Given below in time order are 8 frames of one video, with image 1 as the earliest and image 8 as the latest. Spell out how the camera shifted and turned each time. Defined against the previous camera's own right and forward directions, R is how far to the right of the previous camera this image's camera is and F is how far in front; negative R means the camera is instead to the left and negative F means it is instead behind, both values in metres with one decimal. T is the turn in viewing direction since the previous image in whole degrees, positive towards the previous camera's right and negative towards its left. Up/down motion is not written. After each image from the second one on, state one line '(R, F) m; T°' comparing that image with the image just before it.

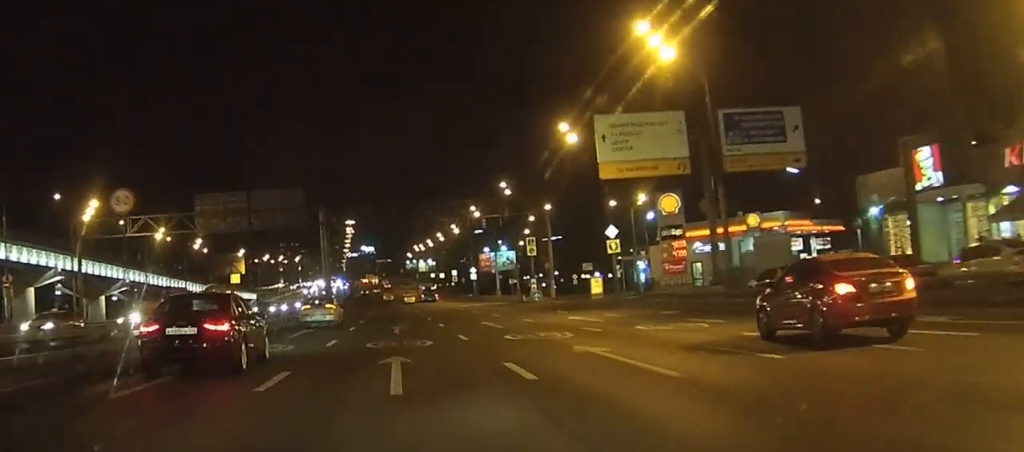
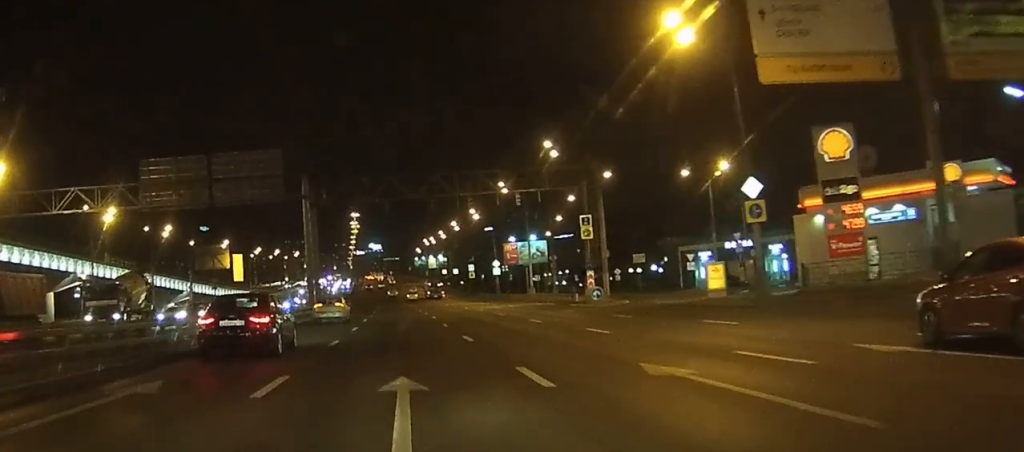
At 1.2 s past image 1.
(-0.1, +25.0) m; 0°
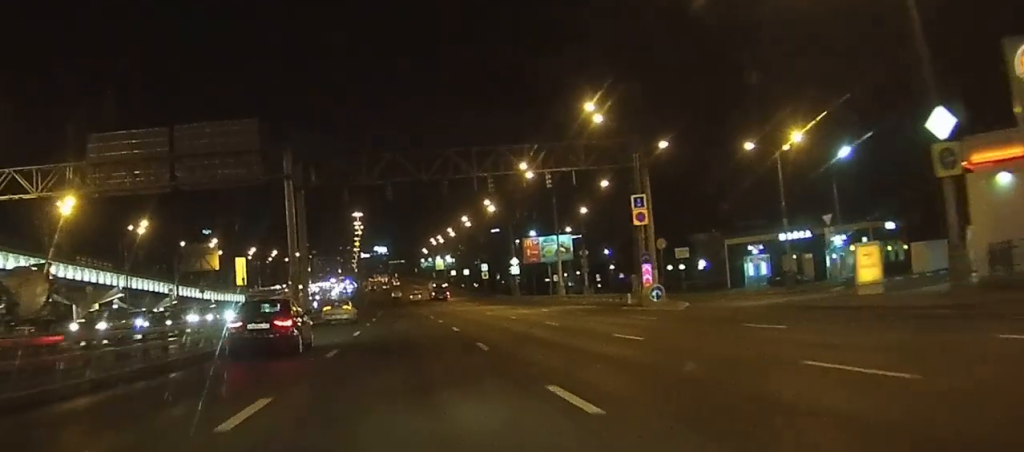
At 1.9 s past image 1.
(0.0, +14.7) m; 0°
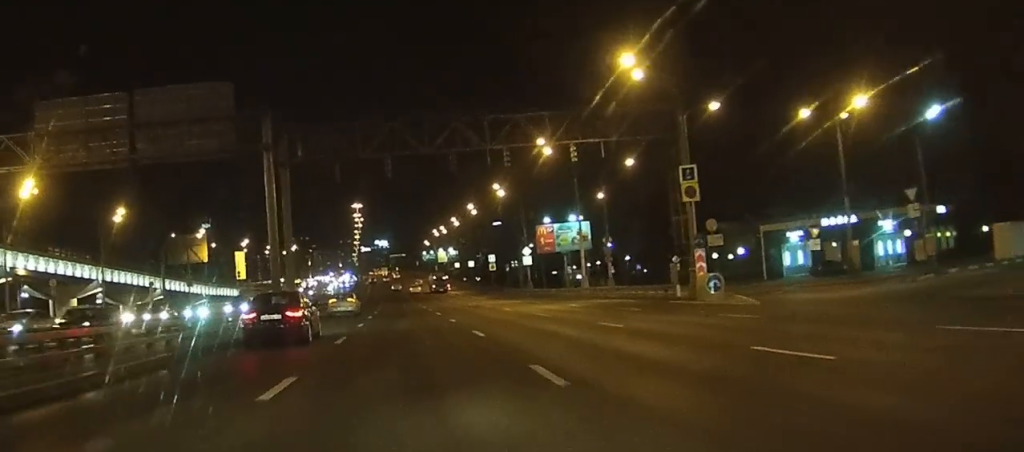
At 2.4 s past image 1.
(0.0, +9.8) m; 0°
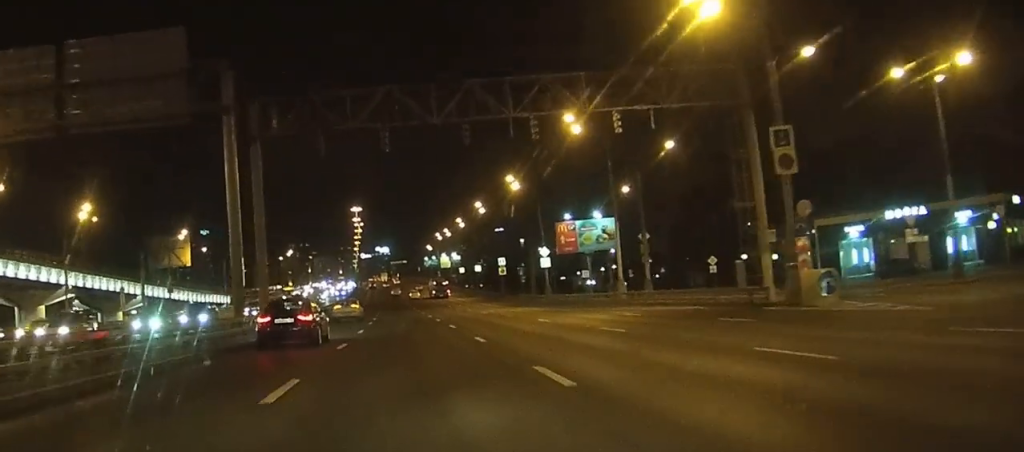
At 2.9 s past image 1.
(-0.1, +12.0) m; 0°
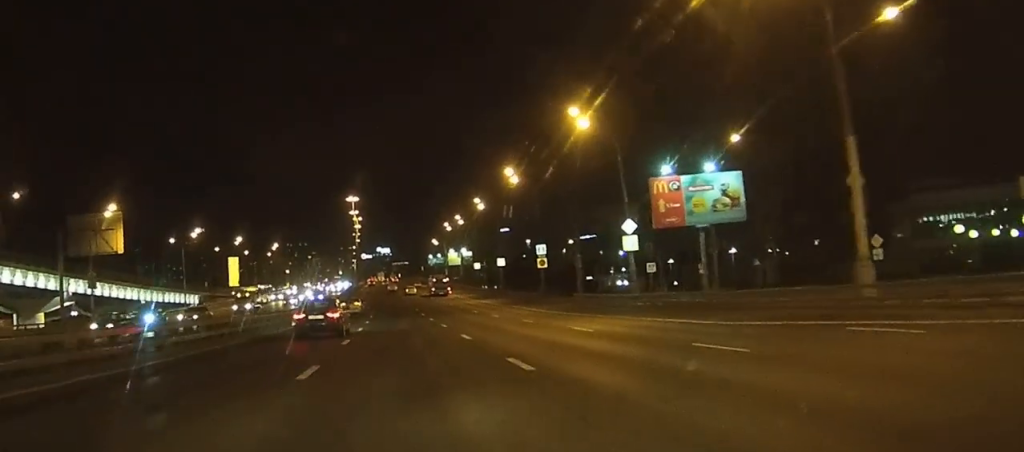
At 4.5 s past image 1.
(-0.1, +32.8) m; -1°
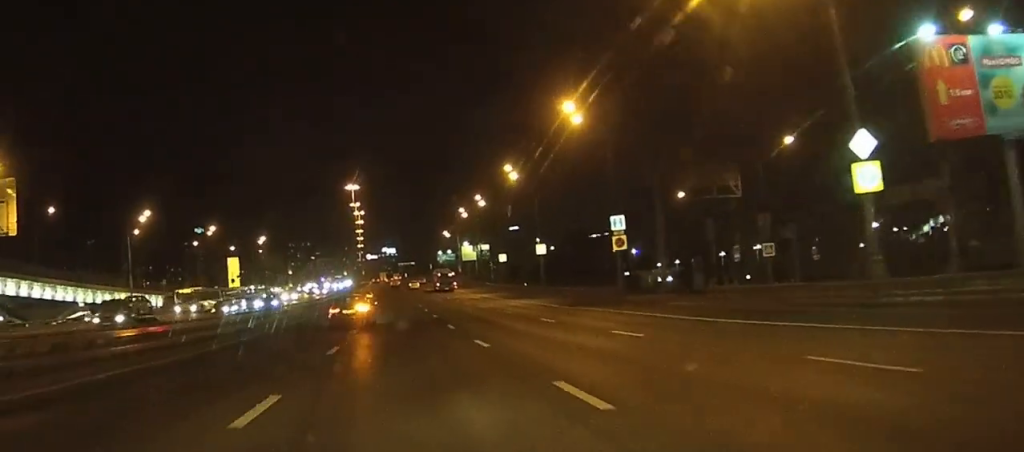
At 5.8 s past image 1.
(-0.2, +29.5) m; 0°
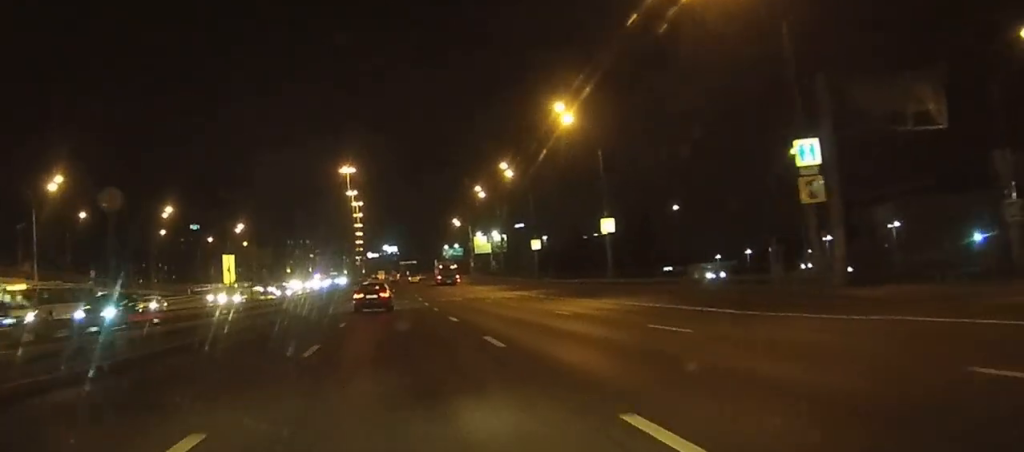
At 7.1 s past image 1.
(0.0, +28.0) m; 0°
